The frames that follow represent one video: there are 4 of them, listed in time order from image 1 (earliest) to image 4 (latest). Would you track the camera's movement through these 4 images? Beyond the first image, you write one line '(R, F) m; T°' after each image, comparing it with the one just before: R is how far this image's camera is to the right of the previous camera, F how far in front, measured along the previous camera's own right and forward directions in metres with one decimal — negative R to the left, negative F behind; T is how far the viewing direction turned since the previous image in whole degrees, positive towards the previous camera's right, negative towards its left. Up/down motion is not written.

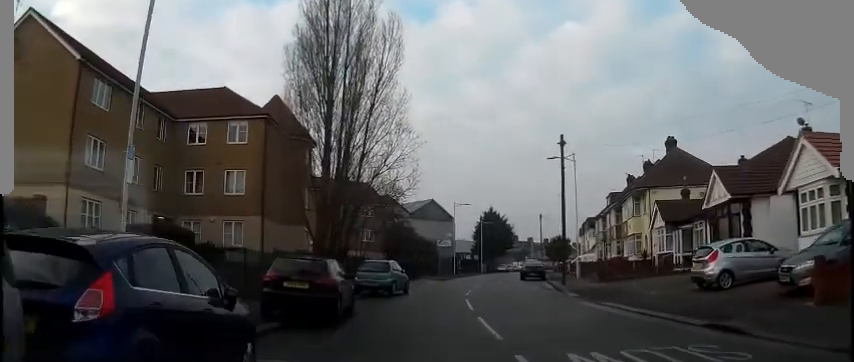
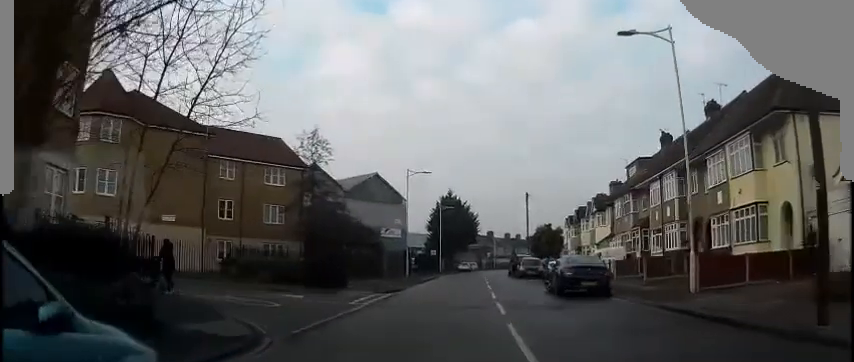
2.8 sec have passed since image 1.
(+0.4, +23.8) m; +3°
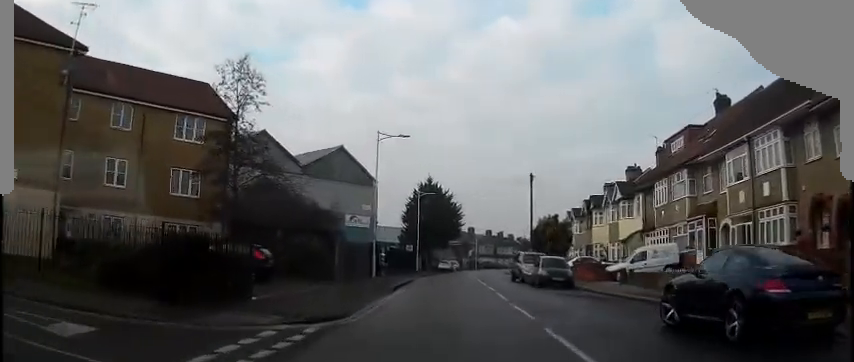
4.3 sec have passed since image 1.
(+1.0, +13.6) m; +7°
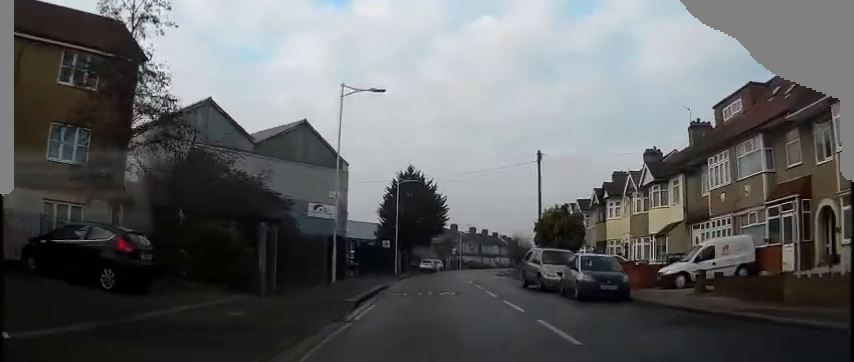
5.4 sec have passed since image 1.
(+0.2, +10.0) m; 0°
